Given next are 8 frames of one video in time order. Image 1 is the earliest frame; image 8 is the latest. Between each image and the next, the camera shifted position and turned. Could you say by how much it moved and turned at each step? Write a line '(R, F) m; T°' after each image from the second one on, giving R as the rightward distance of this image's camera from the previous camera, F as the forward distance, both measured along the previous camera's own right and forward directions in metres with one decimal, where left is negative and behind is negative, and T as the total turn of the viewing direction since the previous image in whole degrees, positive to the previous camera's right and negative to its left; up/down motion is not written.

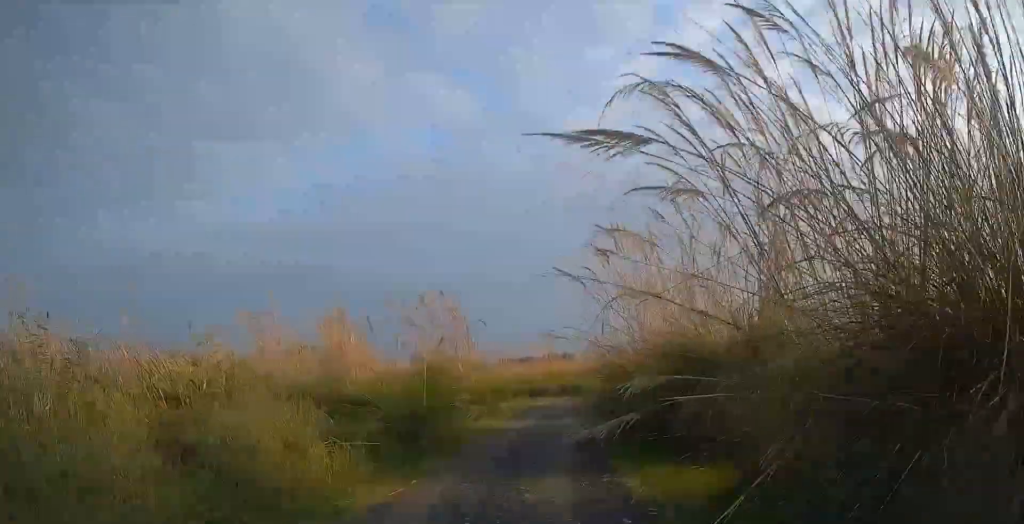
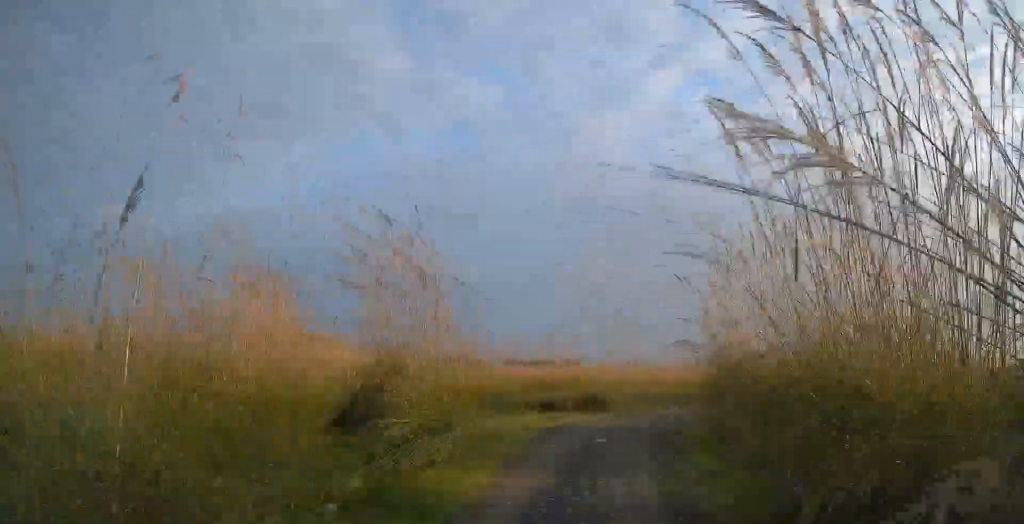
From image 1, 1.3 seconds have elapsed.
(-0.8, +8.6) m; -1°
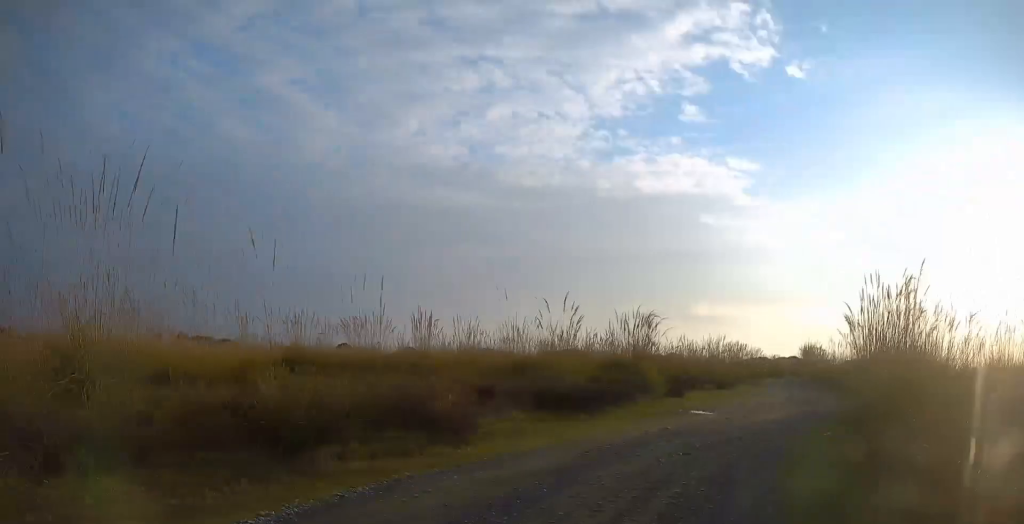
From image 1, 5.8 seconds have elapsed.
(+7.9, +28.5) m; +46°
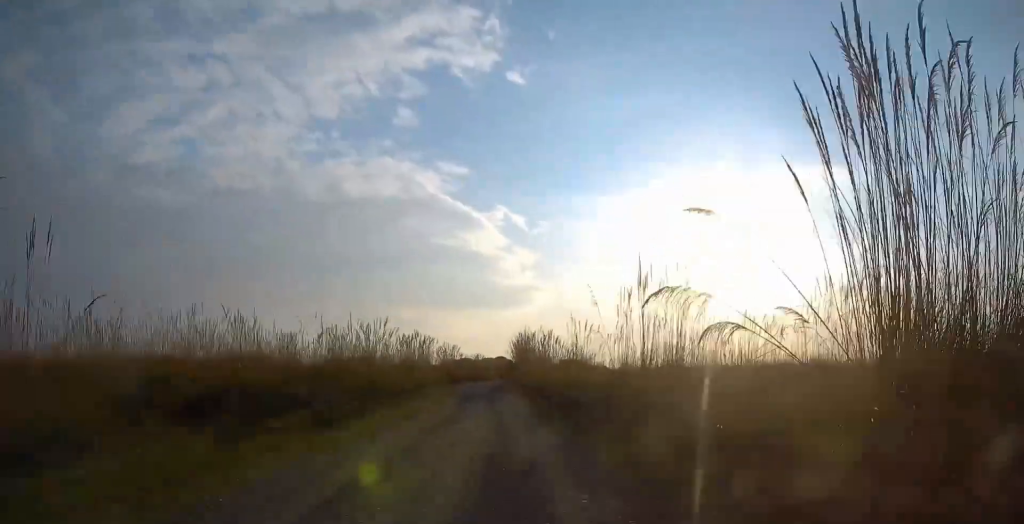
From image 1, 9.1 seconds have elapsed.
(+7.6, +25.4) m; +17°
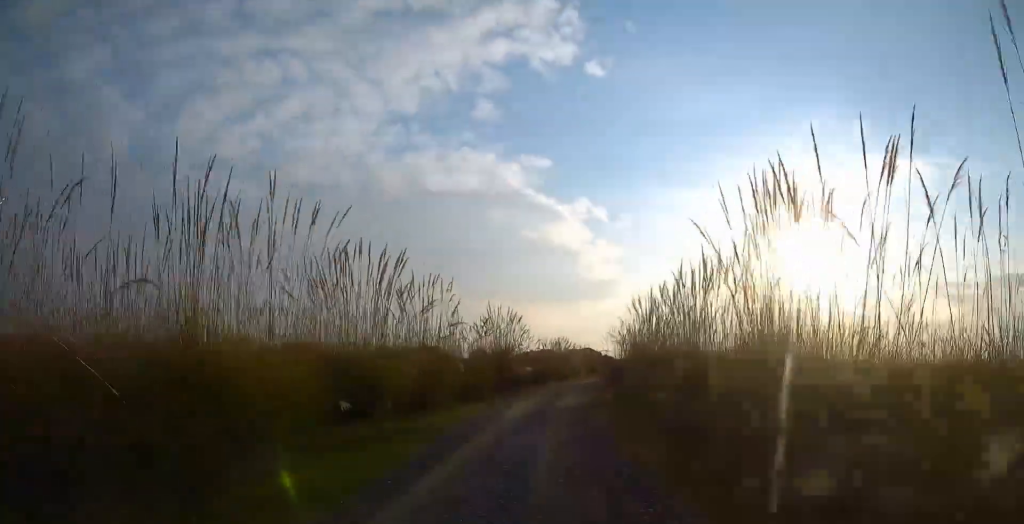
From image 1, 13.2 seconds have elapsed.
(-0.7, +37.4) m; -2°
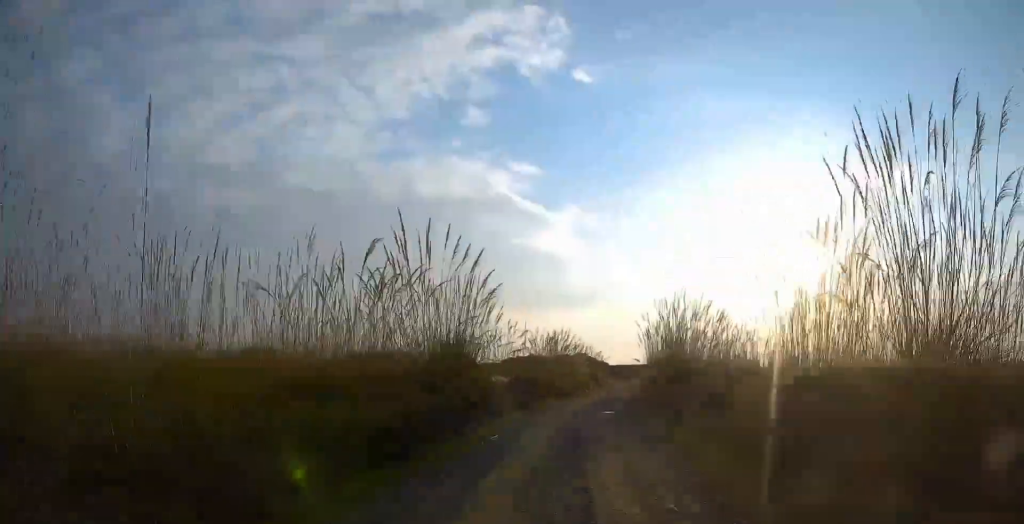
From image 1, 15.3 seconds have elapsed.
(+0.2, +21.1) m; +3°
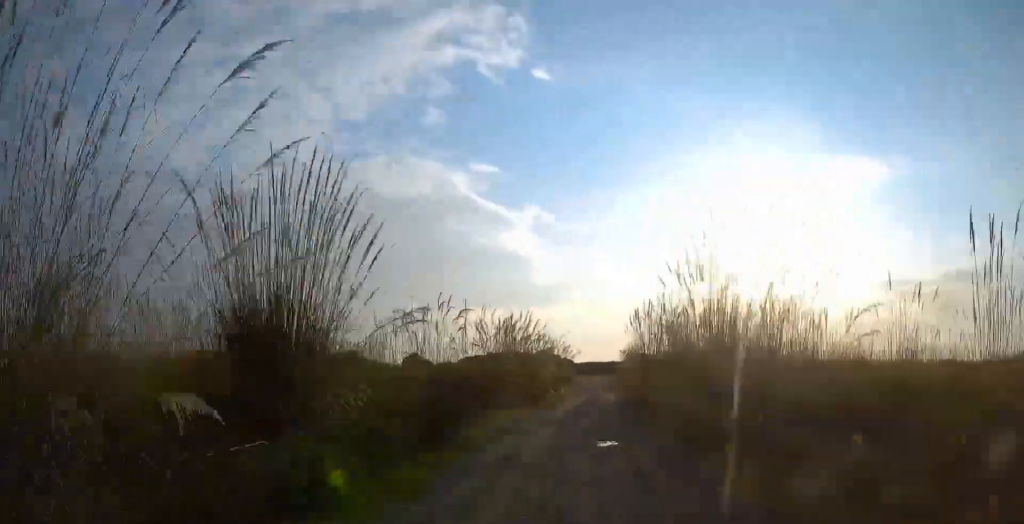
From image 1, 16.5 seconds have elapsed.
(+0.3, +12.4) m; +2°
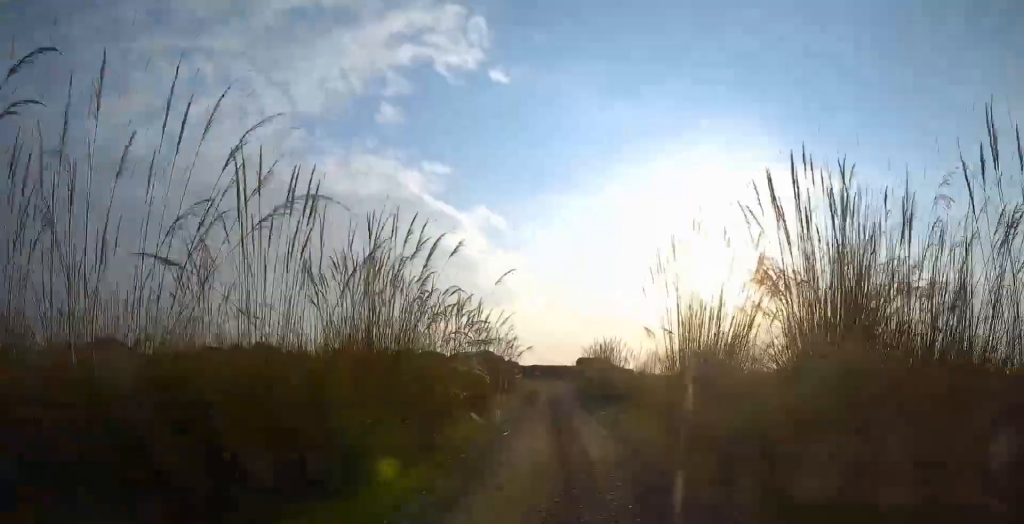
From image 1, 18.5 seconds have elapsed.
(+0.6, +20.8) m; +3°
